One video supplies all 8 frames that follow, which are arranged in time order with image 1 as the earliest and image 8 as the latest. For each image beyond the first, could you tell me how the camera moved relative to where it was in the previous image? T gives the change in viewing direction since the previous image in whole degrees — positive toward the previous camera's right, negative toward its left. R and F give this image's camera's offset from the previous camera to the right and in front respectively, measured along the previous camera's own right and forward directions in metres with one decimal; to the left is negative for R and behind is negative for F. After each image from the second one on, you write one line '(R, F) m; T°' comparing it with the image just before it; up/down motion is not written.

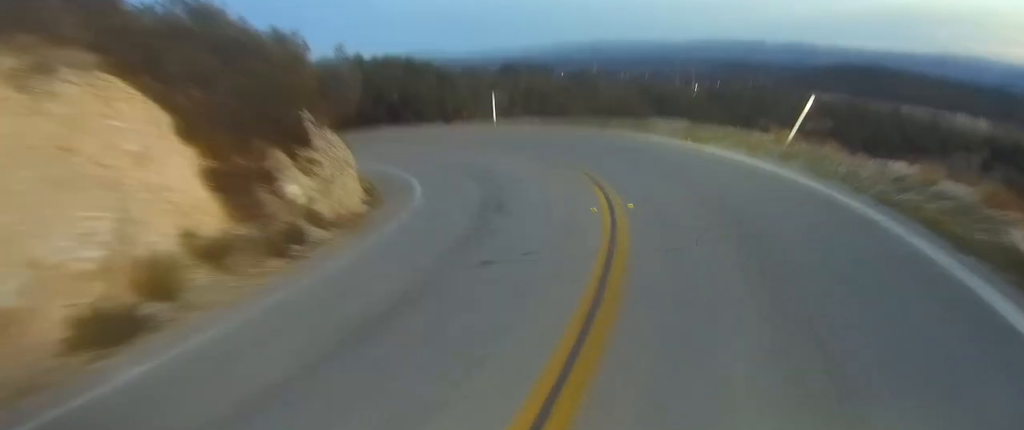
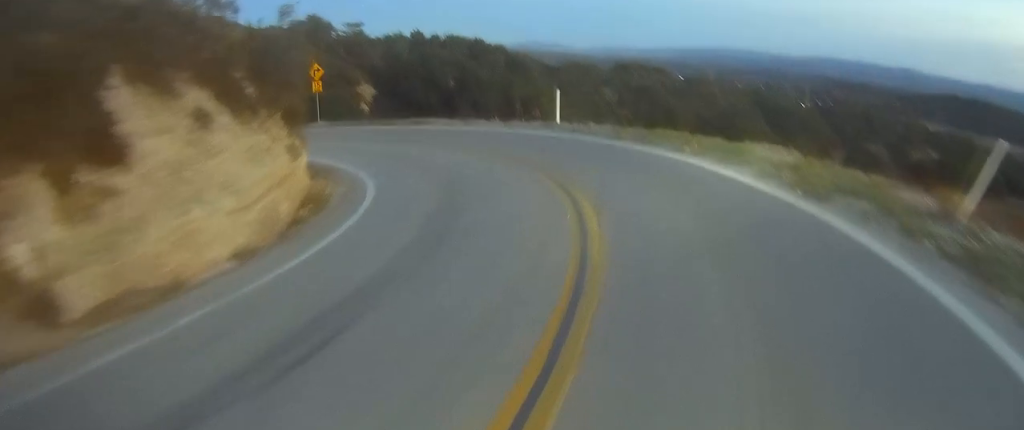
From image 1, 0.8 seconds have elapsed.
(-0.6, +7.6) m; -9°
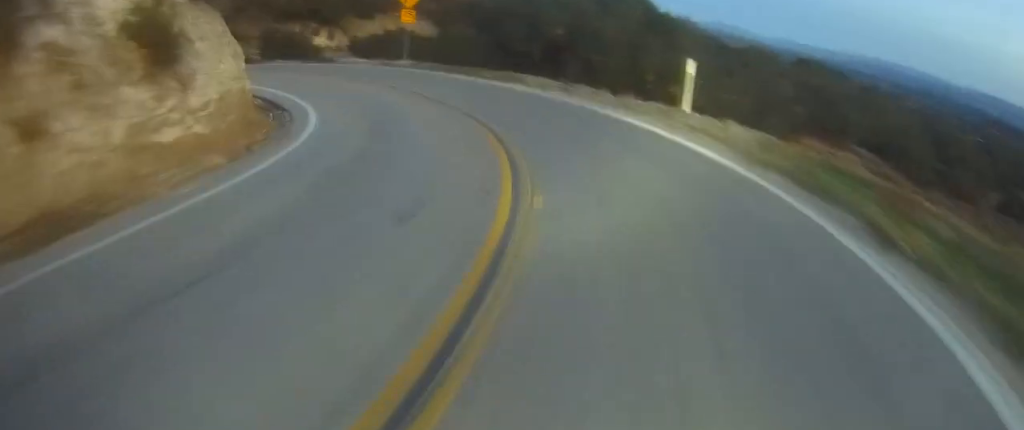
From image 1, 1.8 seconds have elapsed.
(-1.0, +9.9) m; -16°
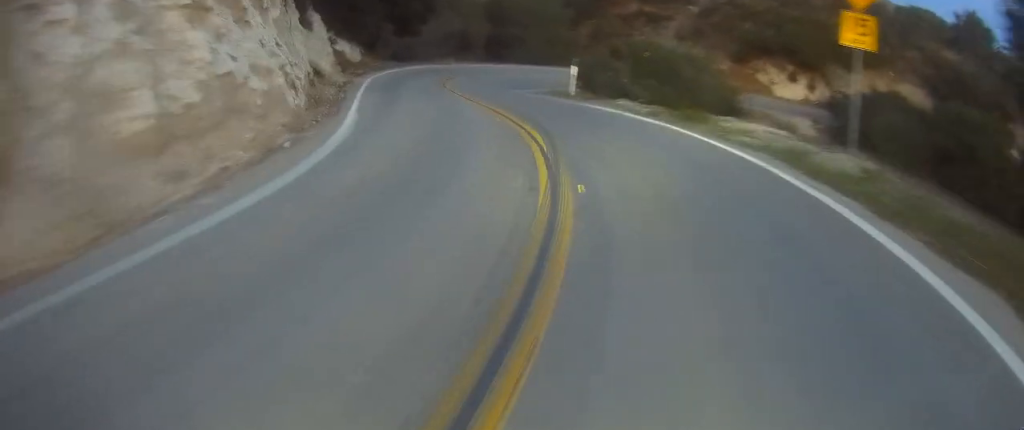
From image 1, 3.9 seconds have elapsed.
(-7.0, +19.8) m; -34°
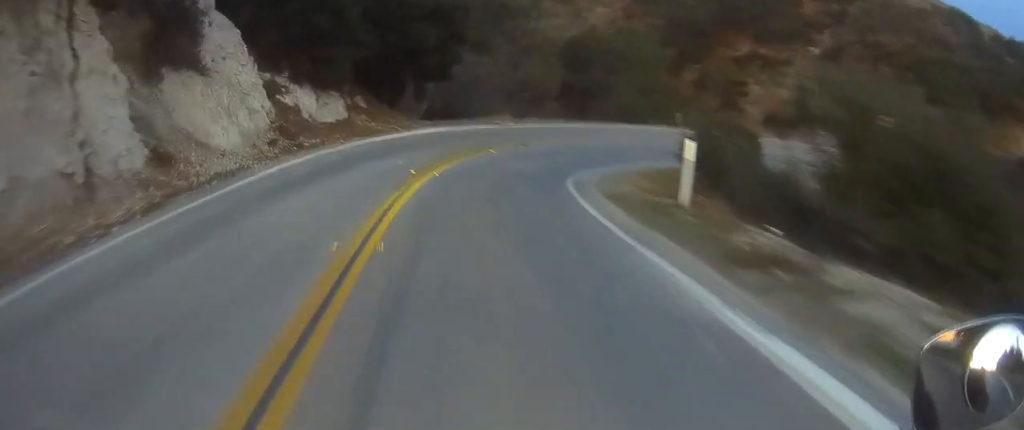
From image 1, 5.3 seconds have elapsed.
(-2.5, +14.1) m; -24°
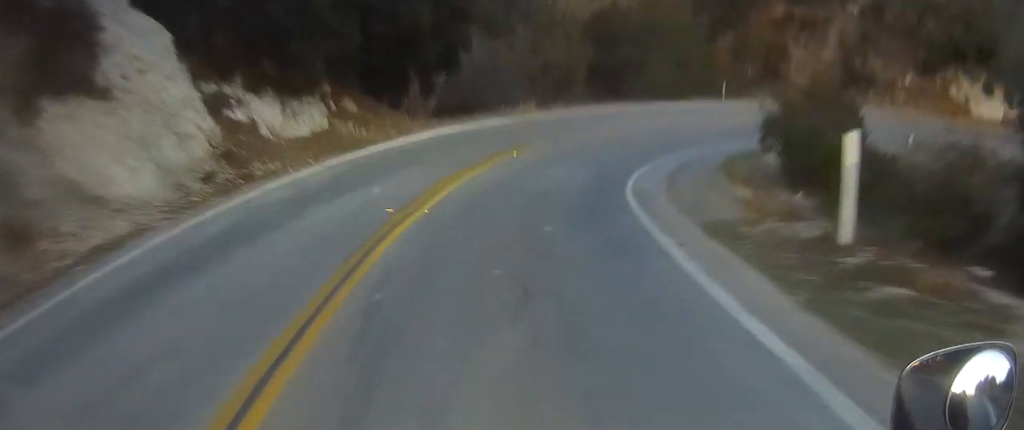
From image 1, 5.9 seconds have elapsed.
(-0.6, +5.4) m; -2°
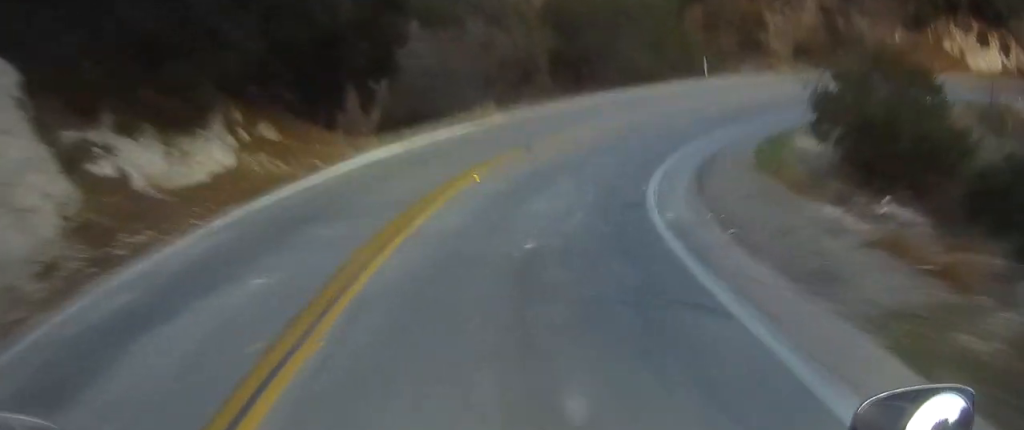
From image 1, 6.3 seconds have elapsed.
(-0.3, +4.7) m; -2°
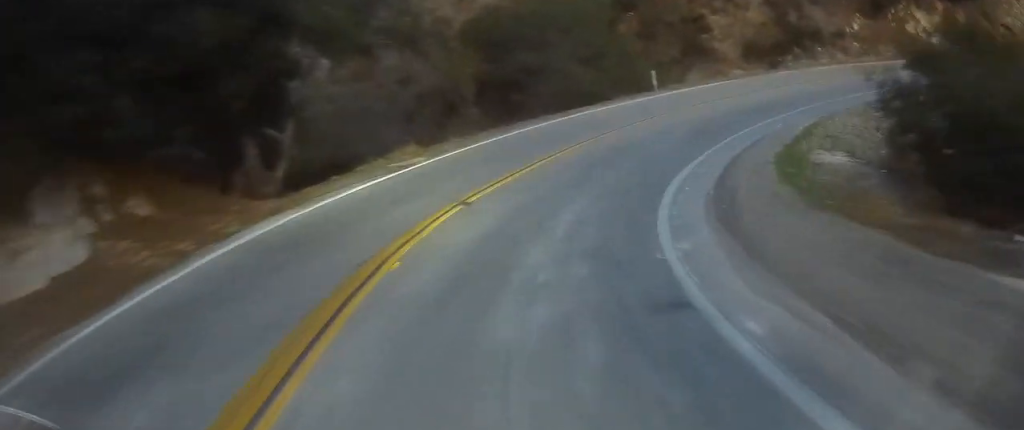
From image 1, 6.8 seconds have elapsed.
(+0.1, +4.1) m; +6°
